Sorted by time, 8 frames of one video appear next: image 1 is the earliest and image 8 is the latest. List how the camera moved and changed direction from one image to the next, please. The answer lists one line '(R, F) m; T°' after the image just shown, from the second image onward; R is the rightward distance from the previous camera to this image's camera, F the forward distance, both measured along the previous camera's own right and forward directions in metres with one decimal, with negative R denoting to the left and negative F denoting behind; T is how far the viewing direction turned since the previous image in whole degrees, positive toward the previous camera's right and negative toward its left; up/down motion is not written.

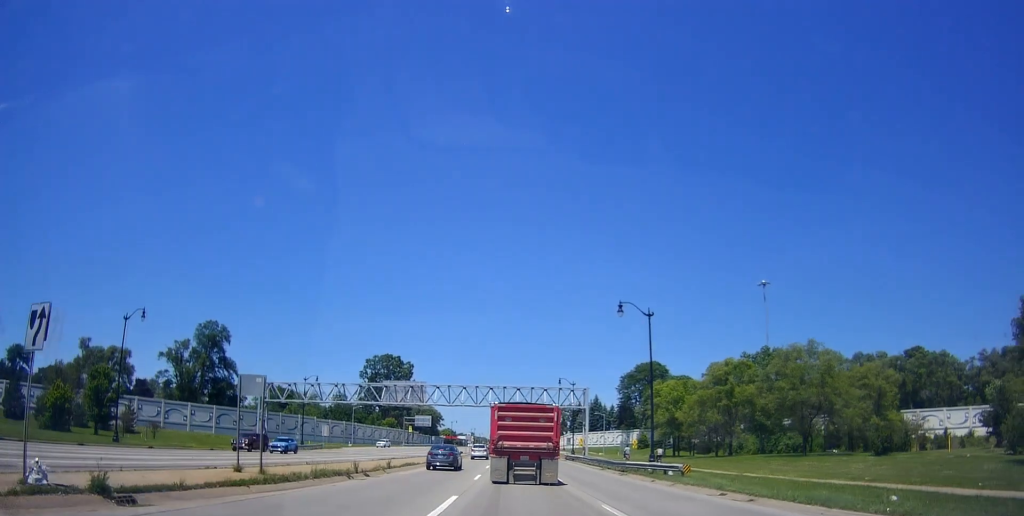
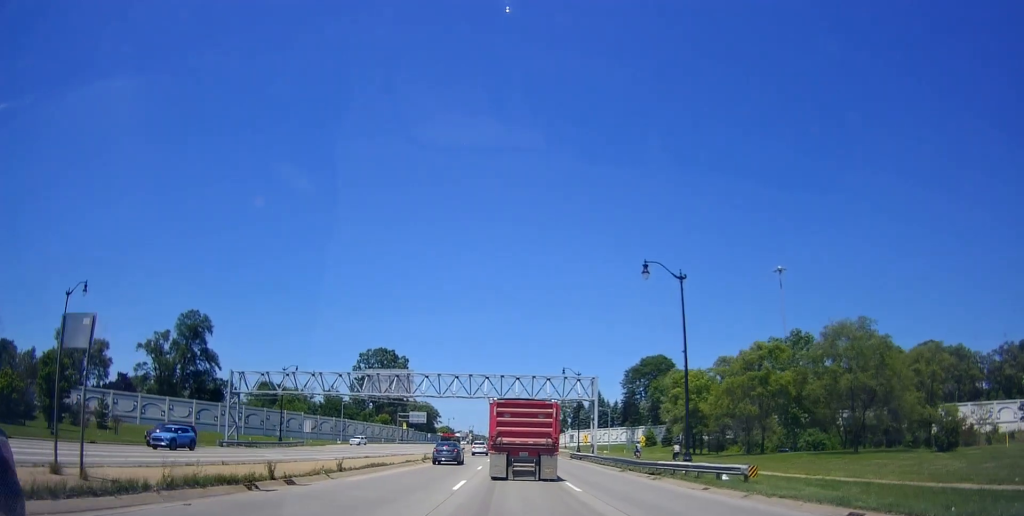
(+0.5, +7.9) m; +3°
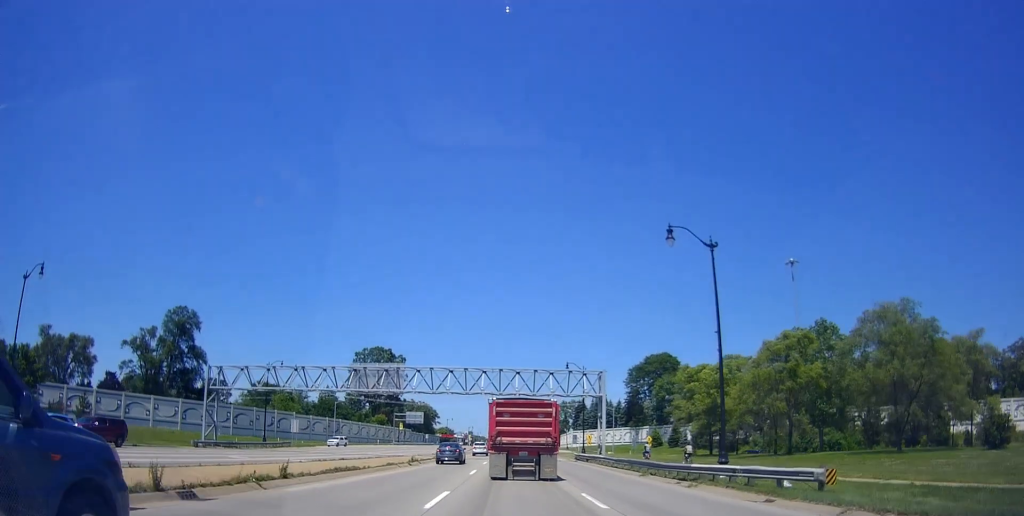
(+0.1, +5.2) m; +2°
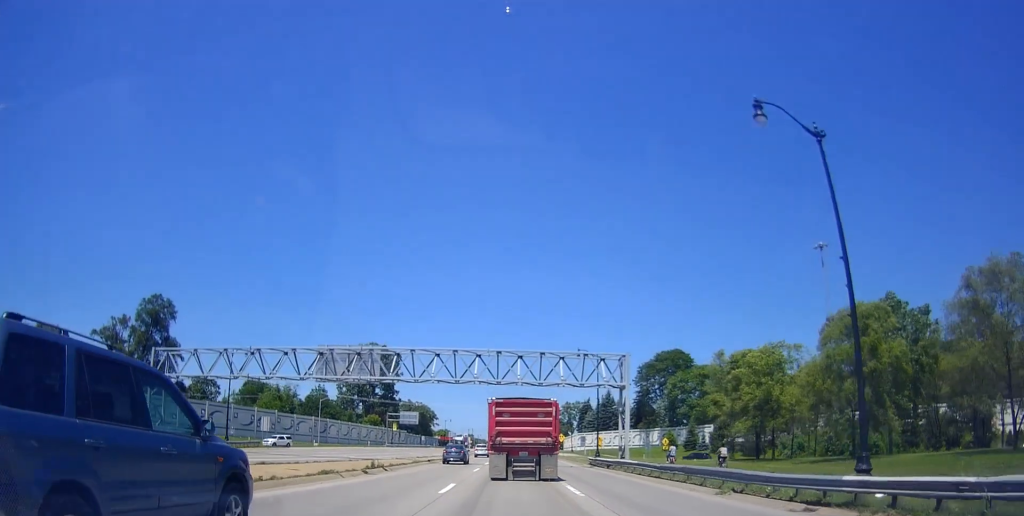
(0.0, +11.0) m; -3°
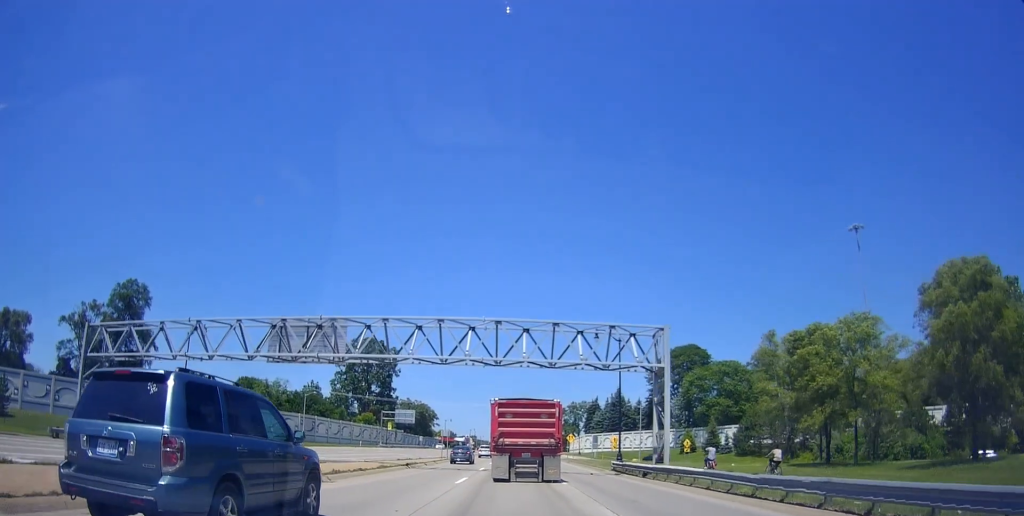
(-0.5, +10.3) m; -5°
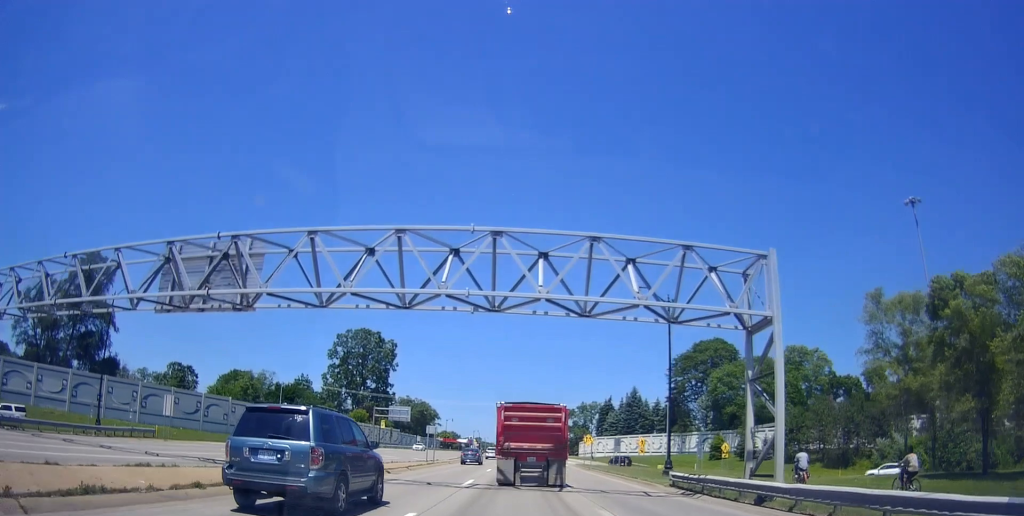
(-1.0, +14.3) m; -2°
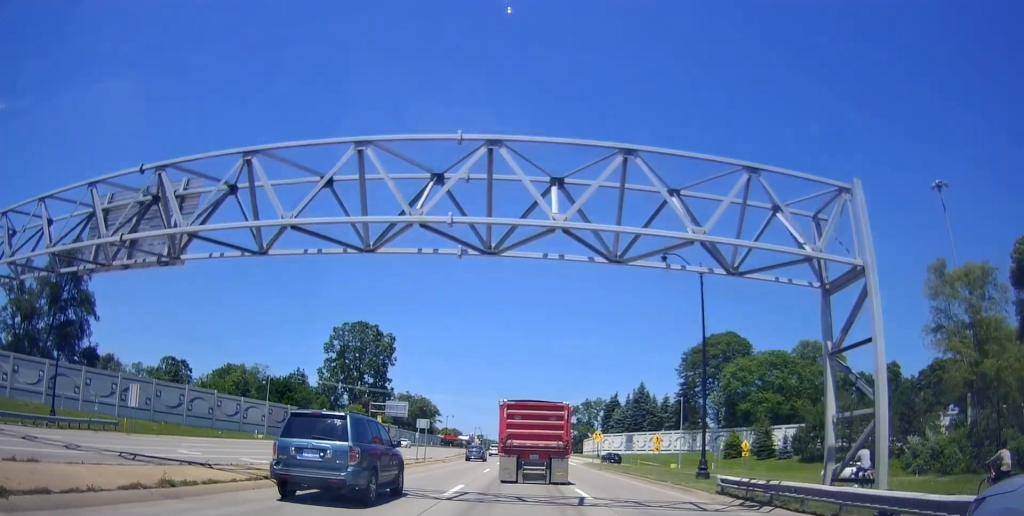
(0.0, +6.2) m; +1°
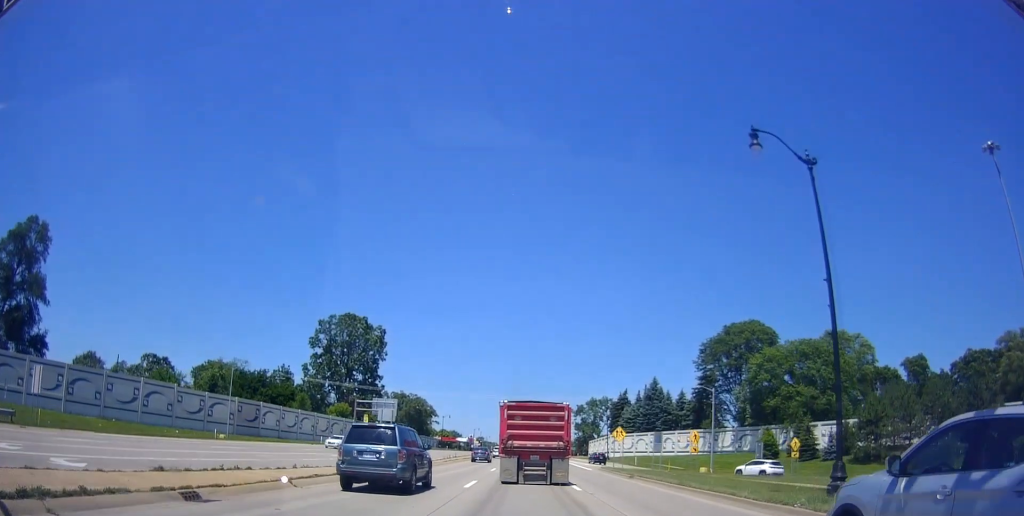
(+0.6, +13.0) m; +2°
